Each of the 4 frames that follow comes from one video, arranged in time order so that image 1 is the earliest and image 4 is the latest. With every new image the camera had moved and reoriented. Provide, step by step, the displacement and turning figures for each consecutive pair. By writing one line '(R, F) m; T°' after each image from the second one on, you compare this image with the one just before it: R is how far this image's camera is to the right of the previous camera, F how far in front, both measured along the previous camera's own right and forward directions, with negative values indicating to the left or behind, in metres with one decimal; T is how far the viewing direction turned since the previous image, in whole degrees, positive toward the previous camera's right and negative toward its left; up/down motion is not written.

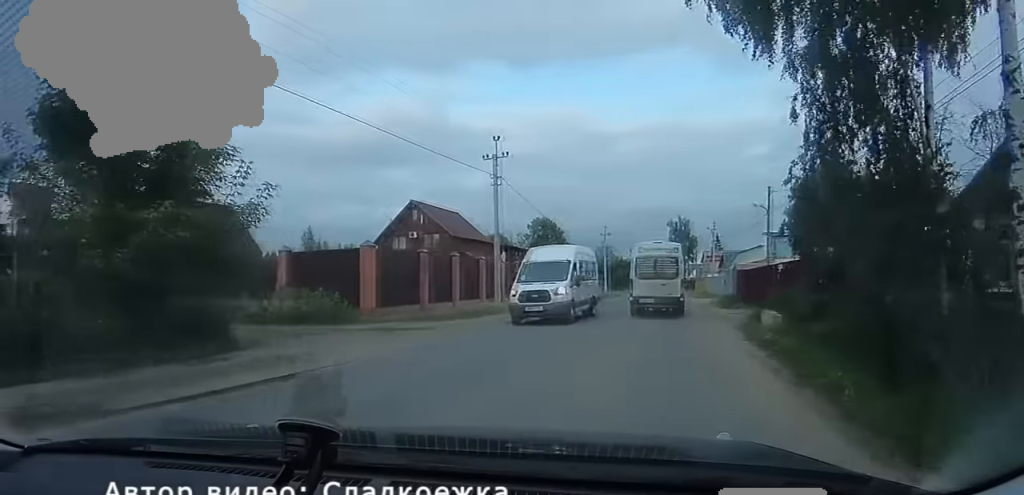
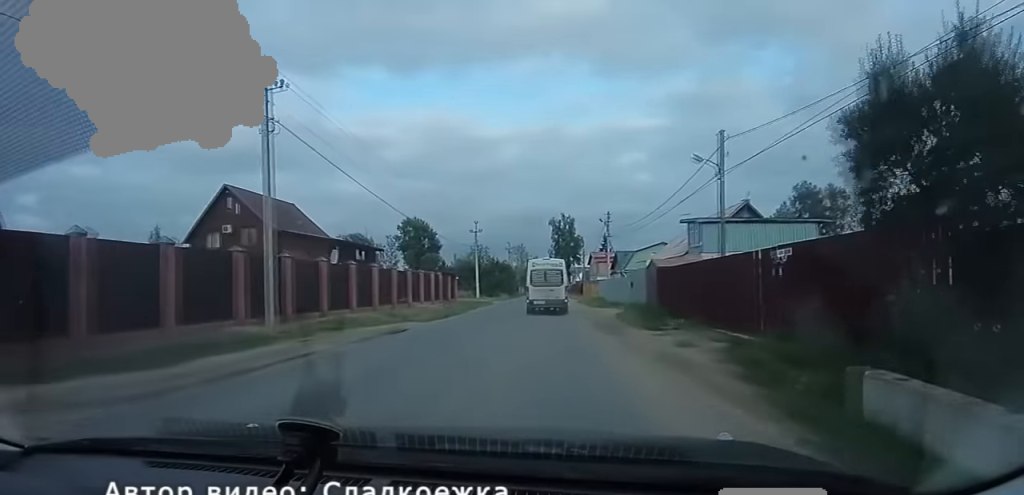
(+2.1, +8.8) m; +21°
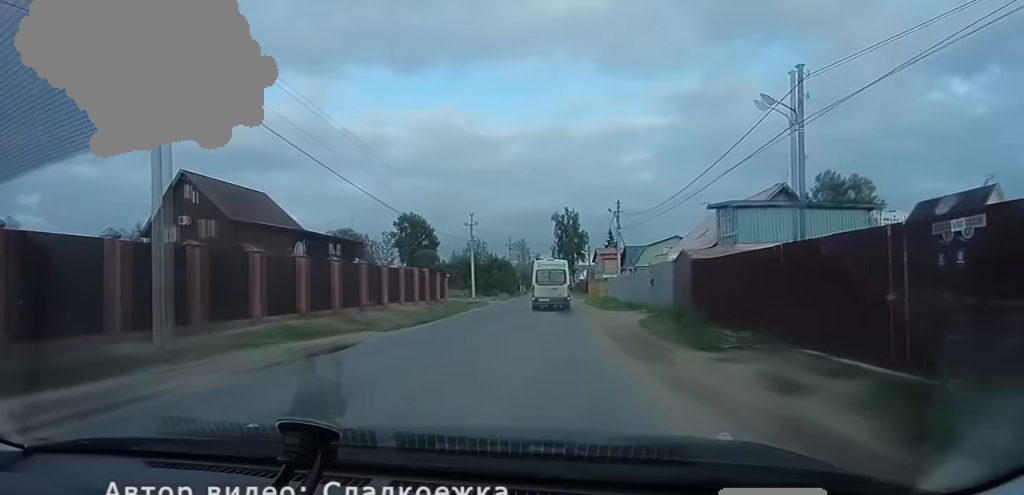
(-0.1, +4.5) m; +5°
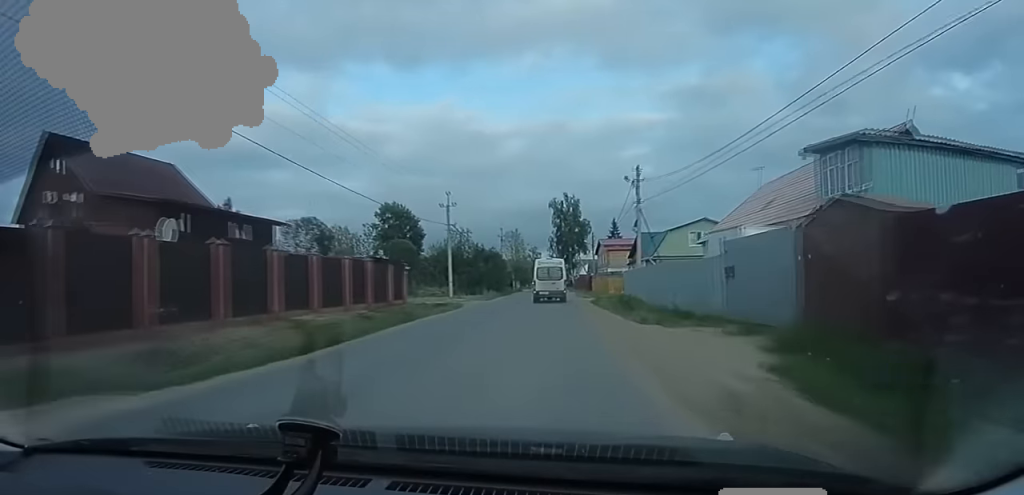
(+0.9, +9.6) m; +9°
